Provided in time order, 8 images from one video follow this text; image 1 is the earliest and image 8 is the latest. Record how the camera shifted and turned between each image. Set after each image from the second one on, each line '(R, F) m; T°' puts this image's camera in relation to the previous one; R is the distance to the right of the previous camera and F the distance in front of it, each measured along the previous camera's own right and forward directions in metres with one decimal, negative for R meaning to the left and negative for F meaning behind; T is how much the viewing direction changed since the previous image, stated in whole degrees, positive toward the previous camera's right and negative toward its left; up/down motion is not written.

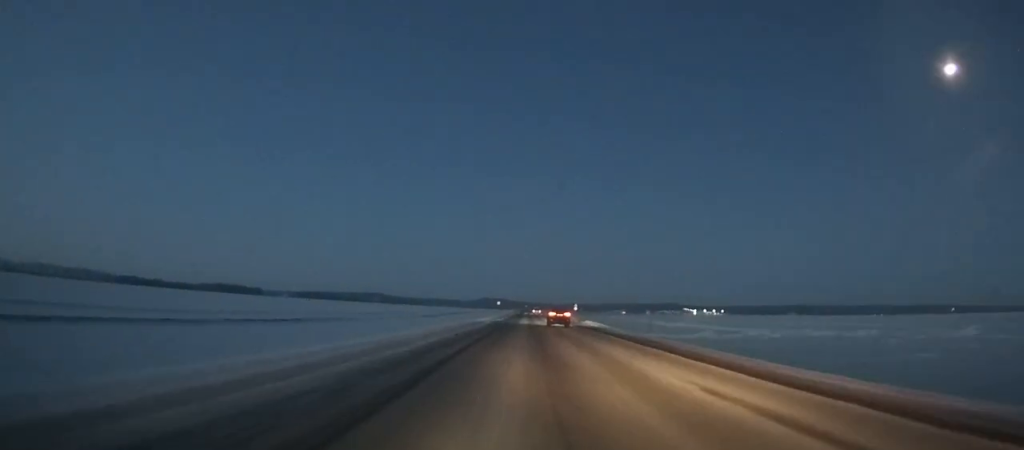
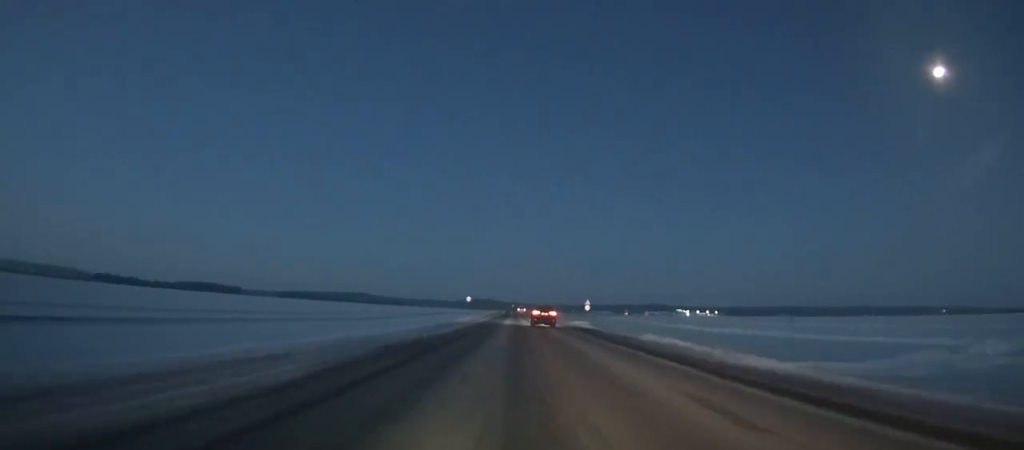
(+0.2, +44.6) m; 0°
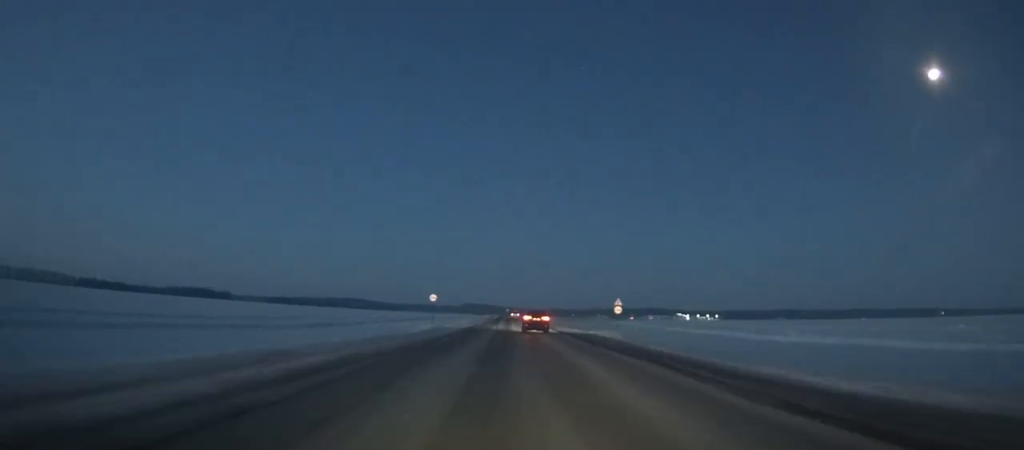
(+0.2, +29.7) m; 0°
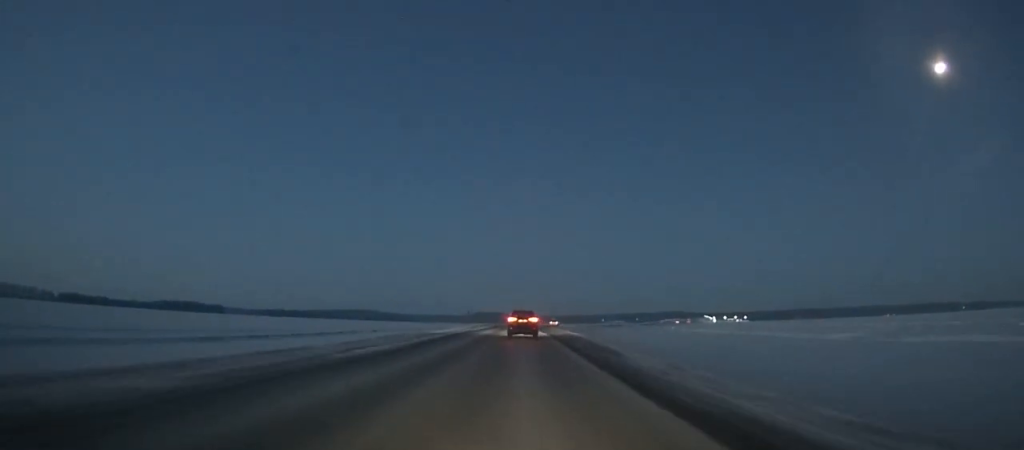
(+0.3, +97.7) m; 0°
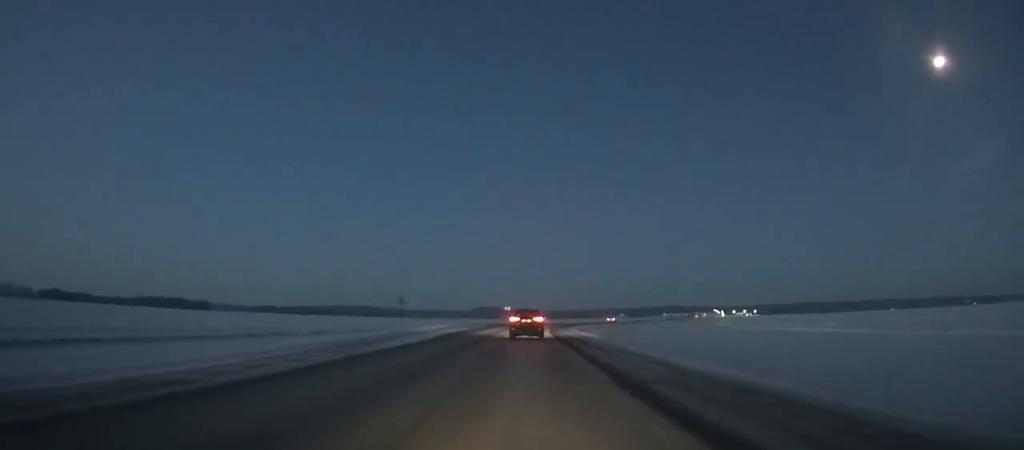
(-0.4, +56.3) m; +1°
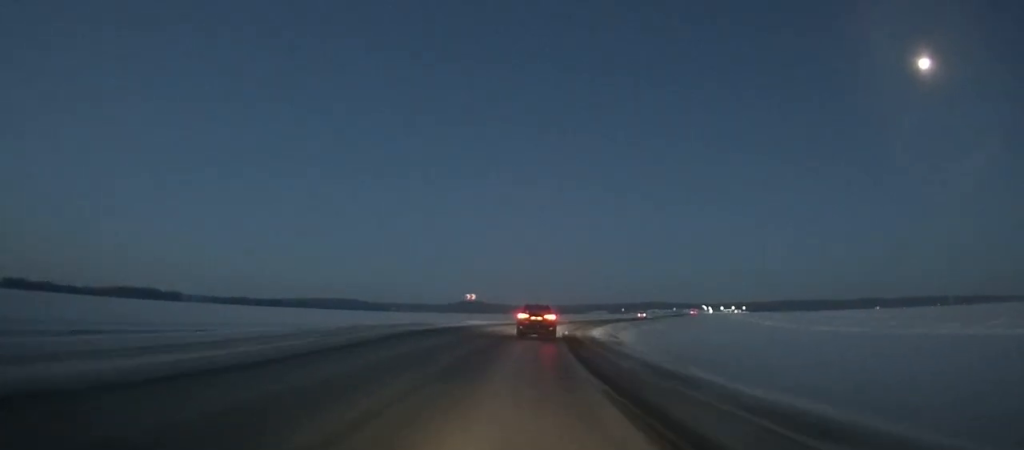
(+0.3, +43.3) m; +3°
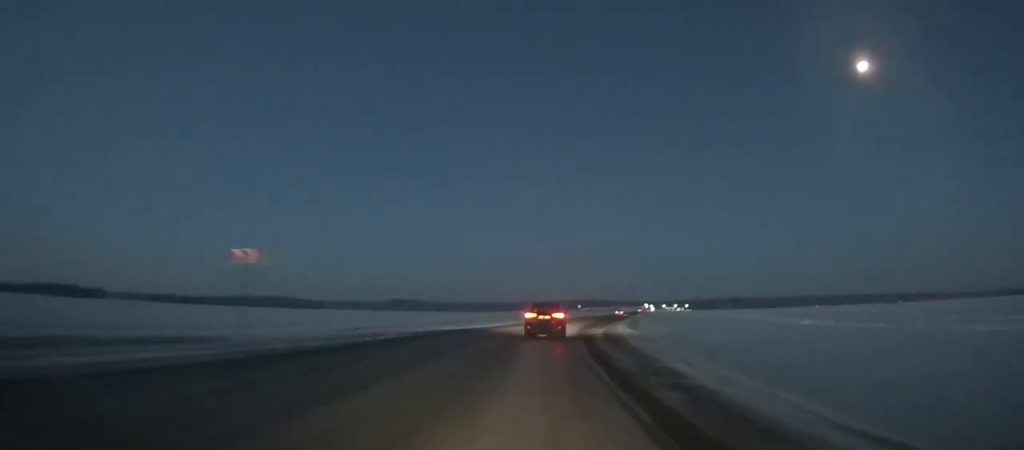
(-0.2, +44.6) m; +4°
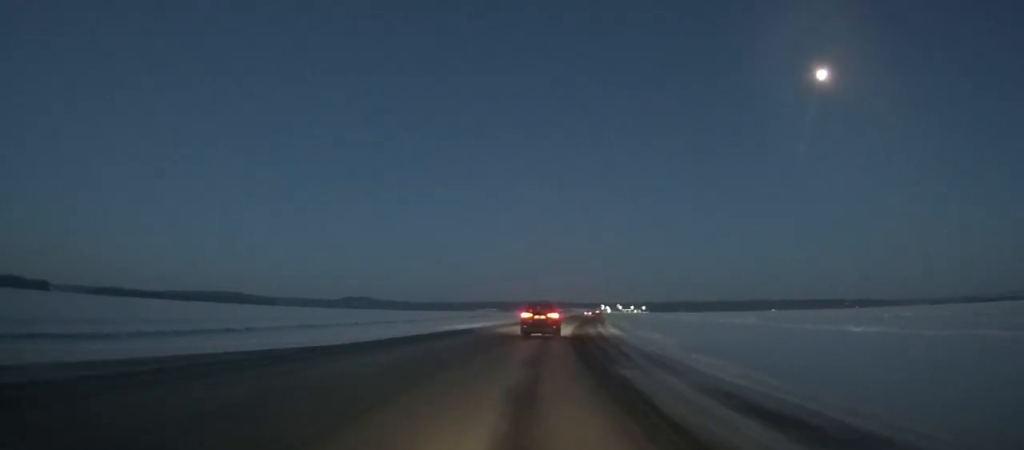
(+2.3, +28.1) m; +4°
